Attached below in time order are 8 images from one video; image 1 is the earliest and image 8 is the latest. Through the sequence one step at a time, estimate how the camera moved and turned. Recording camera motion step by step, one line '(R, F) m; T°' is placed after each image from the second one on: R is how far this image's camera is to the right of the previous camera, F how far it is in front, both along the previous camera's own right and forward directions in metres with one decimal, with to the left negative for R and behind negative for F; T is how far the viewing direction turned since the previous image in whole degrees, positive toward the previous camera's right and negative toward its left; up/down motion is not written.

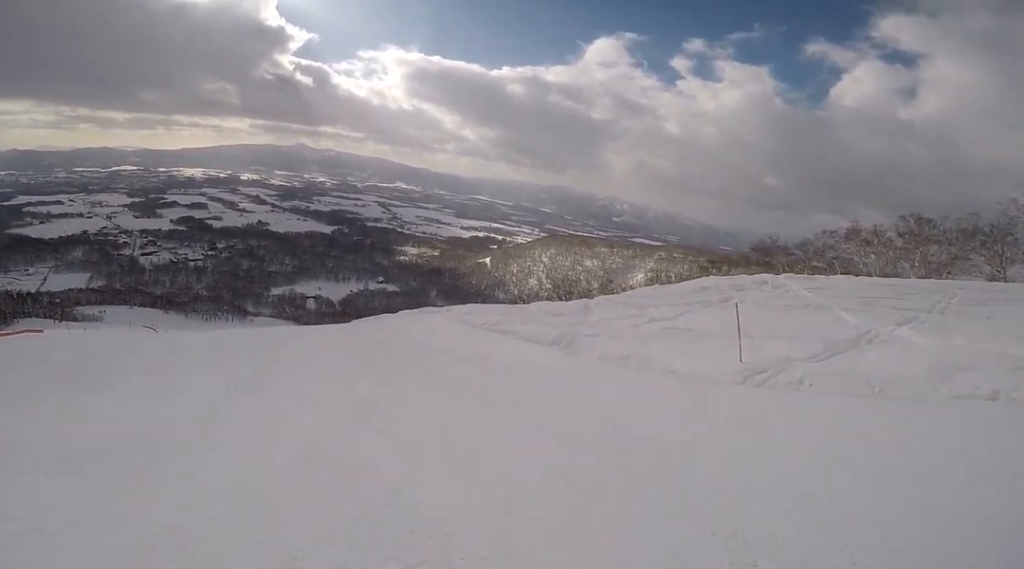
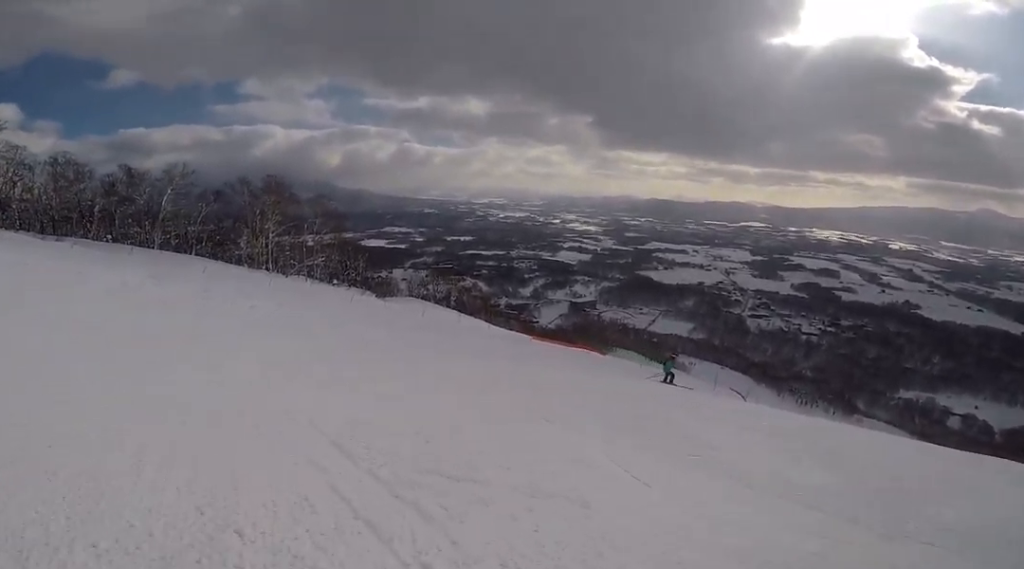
(-11.1, +10.0) m; -89°
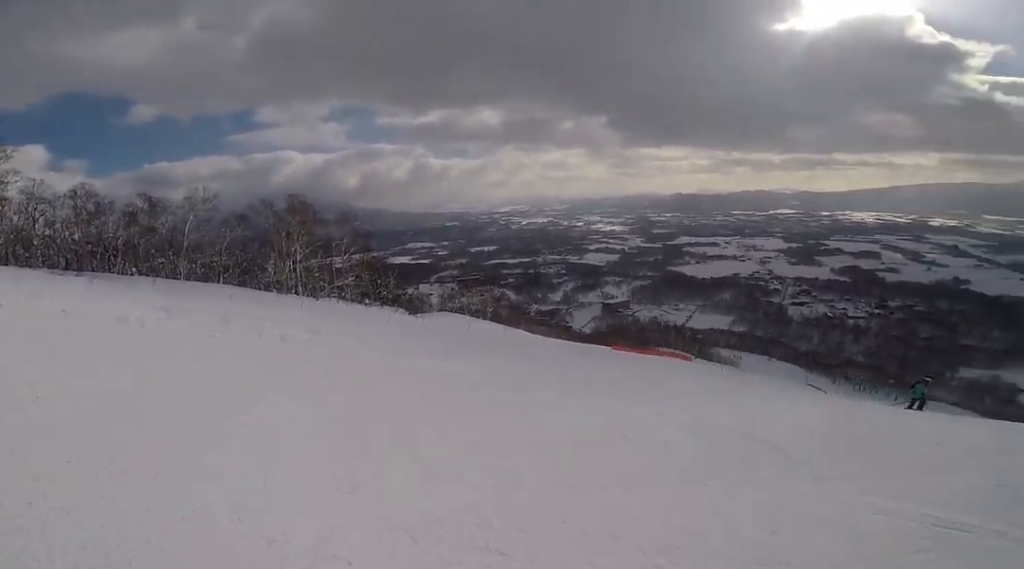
(-0.8, +4.1) m; 0°
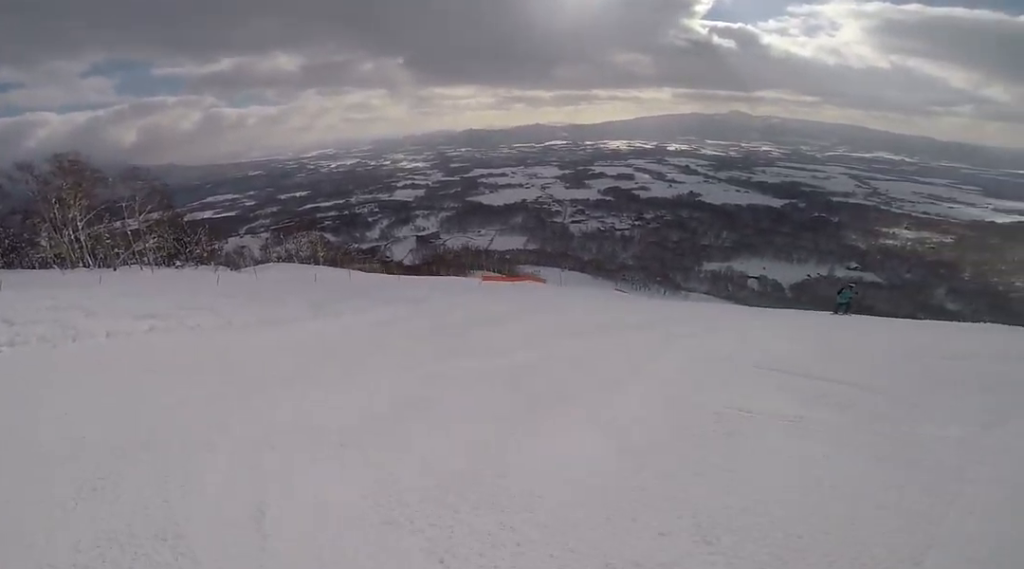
(+0.2, +3.8) m; +24°
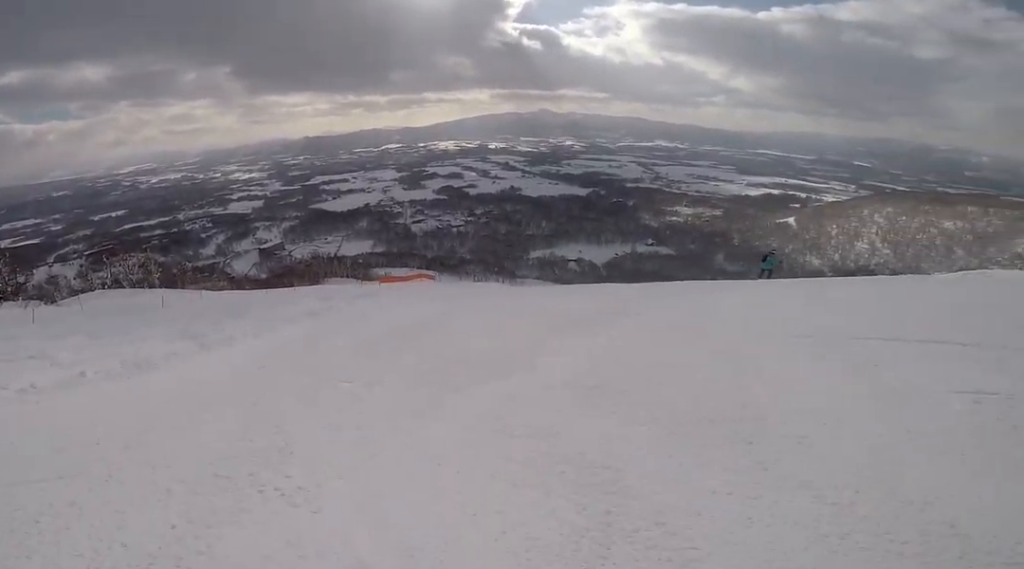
(+1.1, +3.4) m; +35°
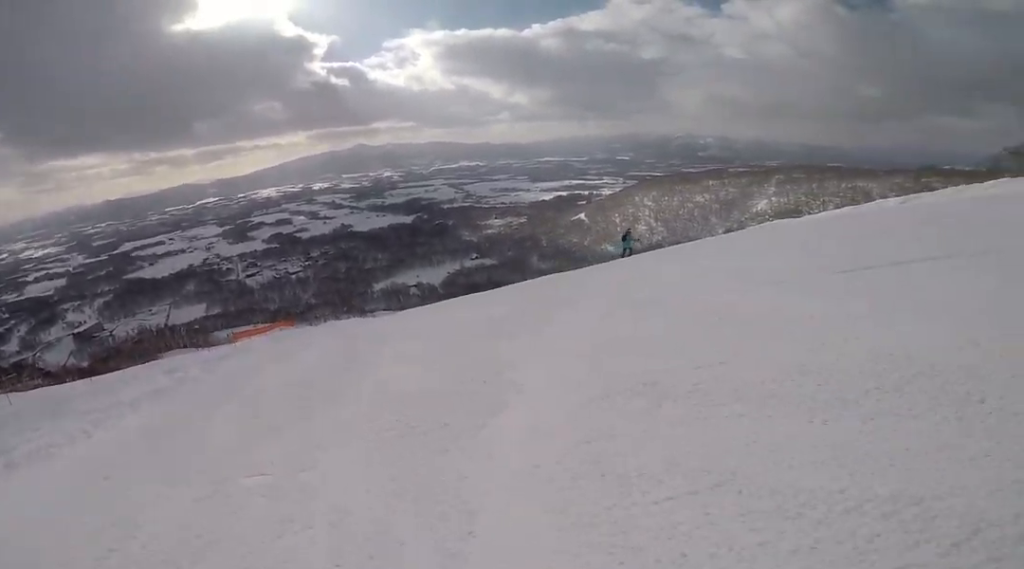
(+0.6, +2.0) m; +13°
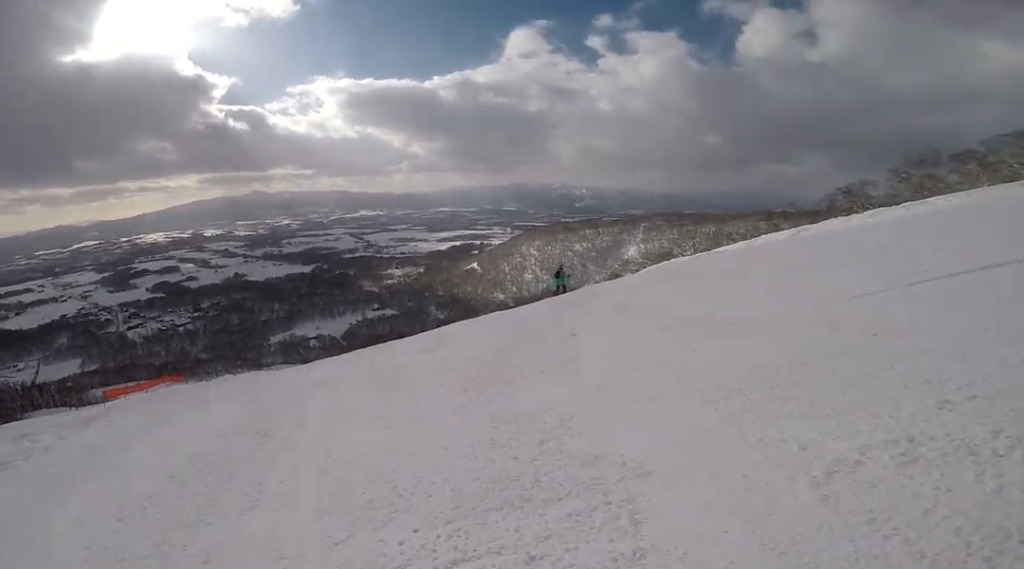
(+0.2, +2.0) m; +11°
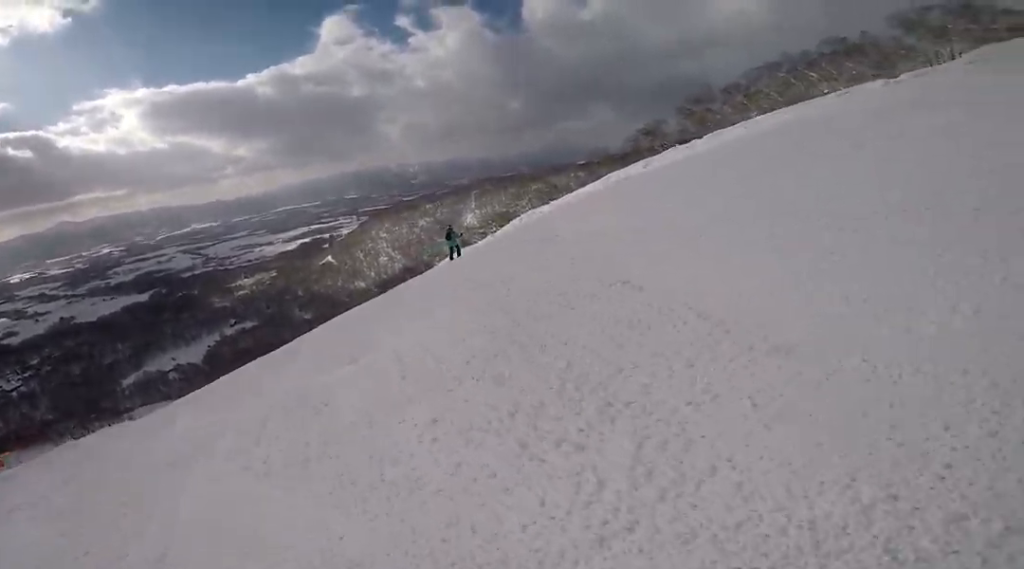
(+0.2, +2.7) m; +9°
